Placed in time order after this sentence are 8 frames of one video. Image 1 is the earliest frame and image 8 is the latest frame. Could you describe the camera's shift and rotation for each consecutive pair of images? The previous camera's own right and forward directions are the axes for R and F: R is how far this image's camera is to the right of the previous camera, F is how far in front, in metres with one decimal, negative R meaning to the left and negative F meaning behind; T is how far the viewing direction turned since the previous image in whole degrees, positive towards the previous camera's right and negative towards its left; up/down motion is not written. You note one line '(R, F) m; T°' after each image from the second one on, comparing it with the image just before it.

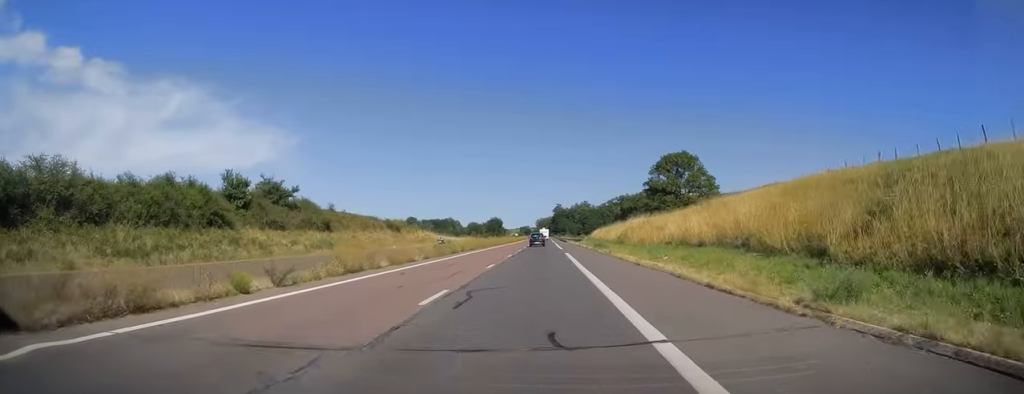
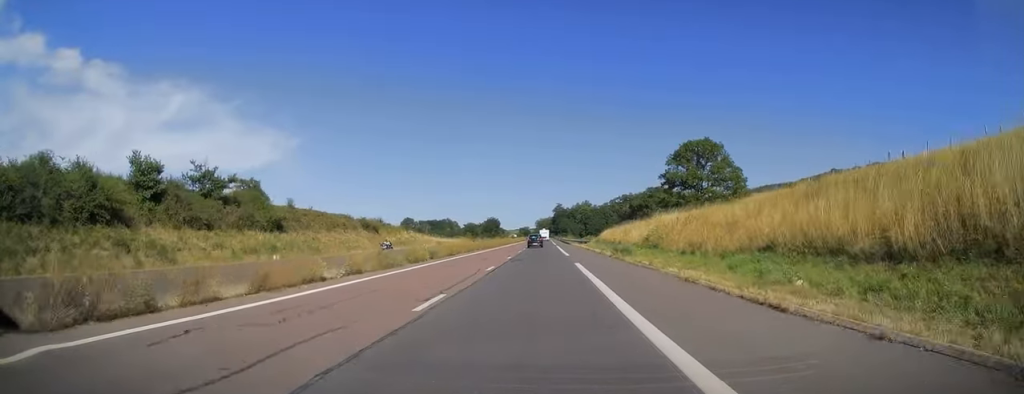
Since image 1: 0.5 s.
(+0.1, +13.7) m; 0°
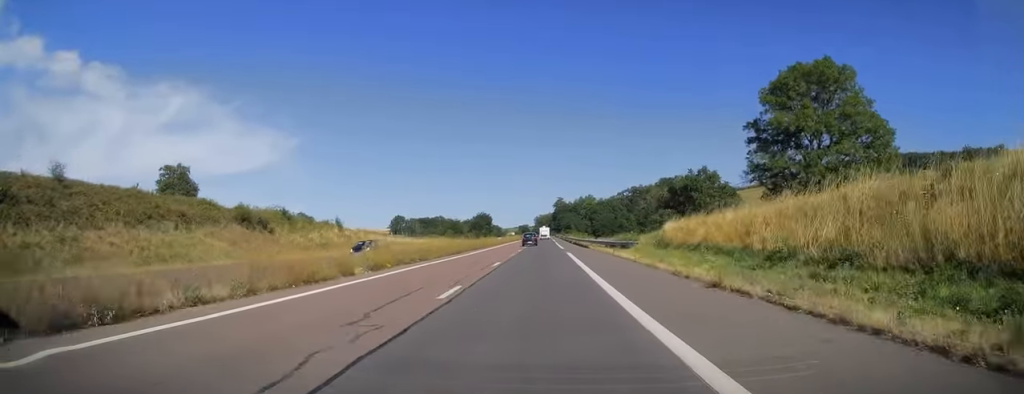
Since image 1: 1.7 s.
(-0.4, +37.2) m; 0°
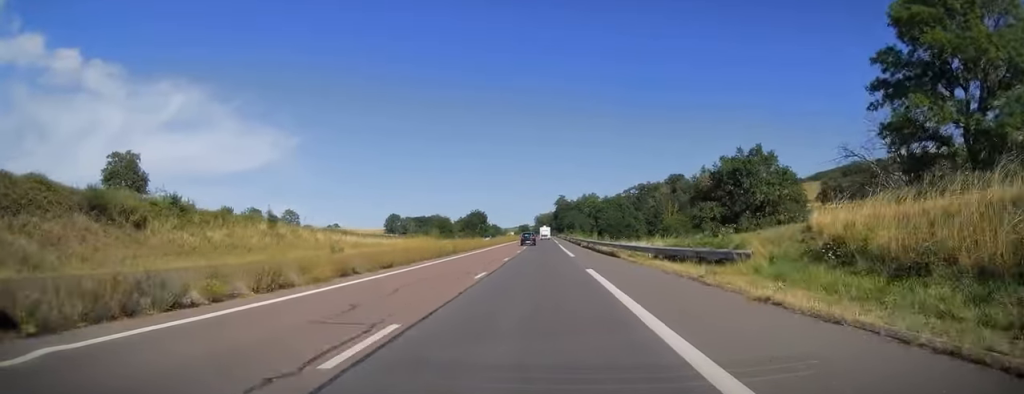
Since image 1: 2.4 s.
(+0.3, +20.0) m; +1°
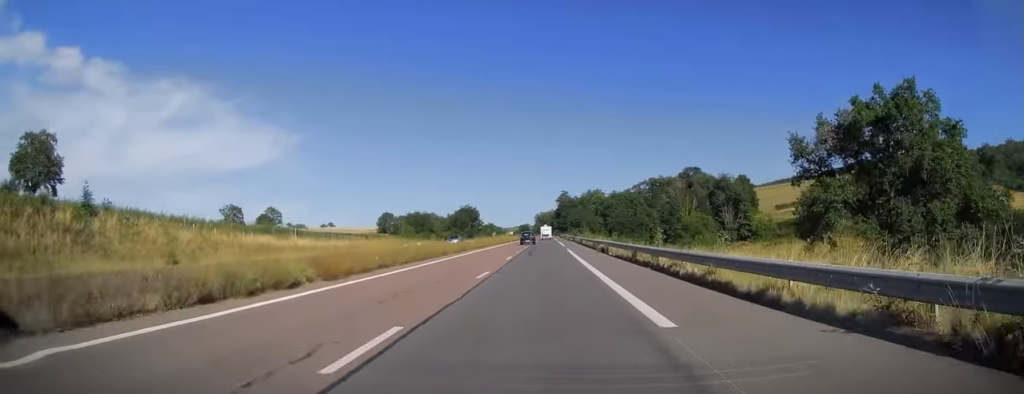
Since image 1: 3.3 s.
(+0.1, +26.4) m; 0°
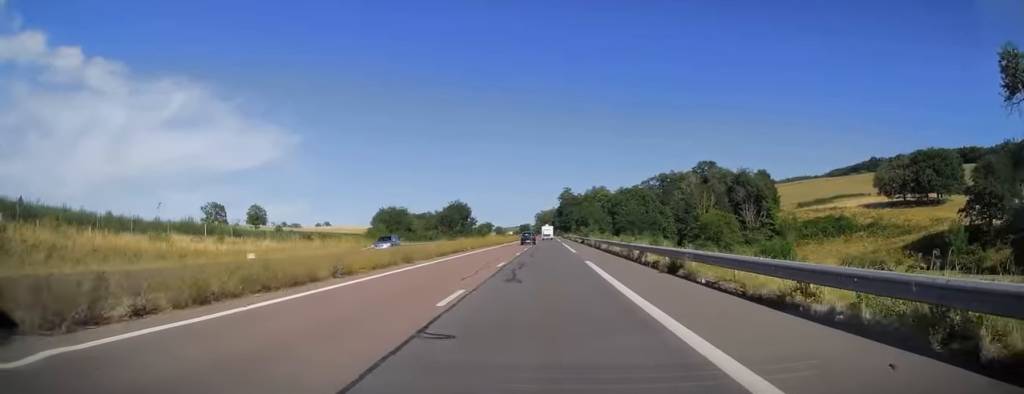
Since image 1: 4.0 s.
(-0.1, +20.5) m; 0°
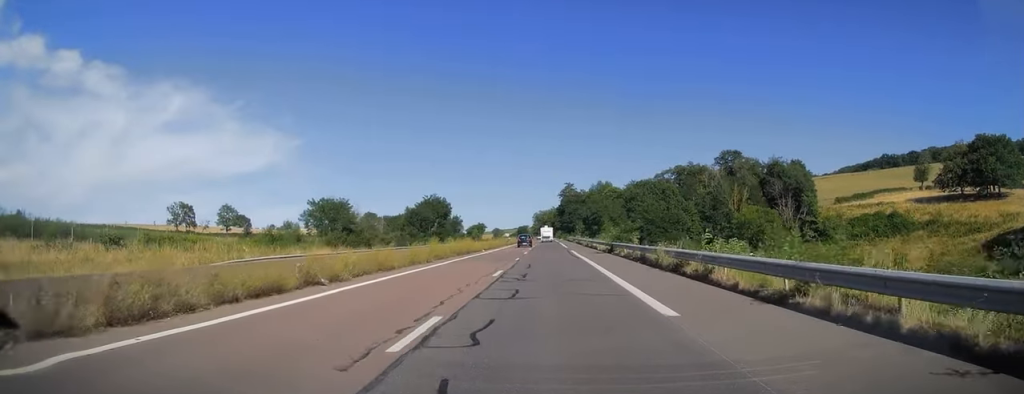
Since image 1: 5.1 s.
(-0.1, +30.4) m; 0°
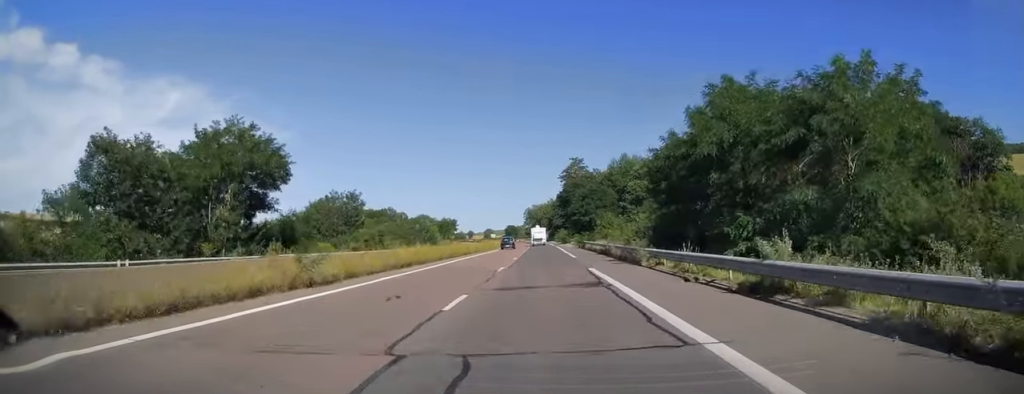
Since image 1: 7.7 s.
(+0.5, +76.4) m; -1°
